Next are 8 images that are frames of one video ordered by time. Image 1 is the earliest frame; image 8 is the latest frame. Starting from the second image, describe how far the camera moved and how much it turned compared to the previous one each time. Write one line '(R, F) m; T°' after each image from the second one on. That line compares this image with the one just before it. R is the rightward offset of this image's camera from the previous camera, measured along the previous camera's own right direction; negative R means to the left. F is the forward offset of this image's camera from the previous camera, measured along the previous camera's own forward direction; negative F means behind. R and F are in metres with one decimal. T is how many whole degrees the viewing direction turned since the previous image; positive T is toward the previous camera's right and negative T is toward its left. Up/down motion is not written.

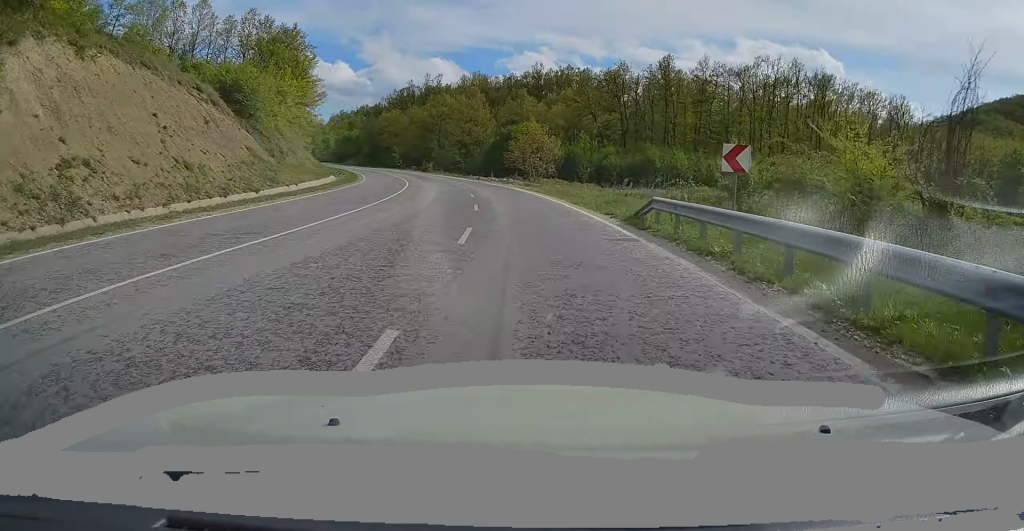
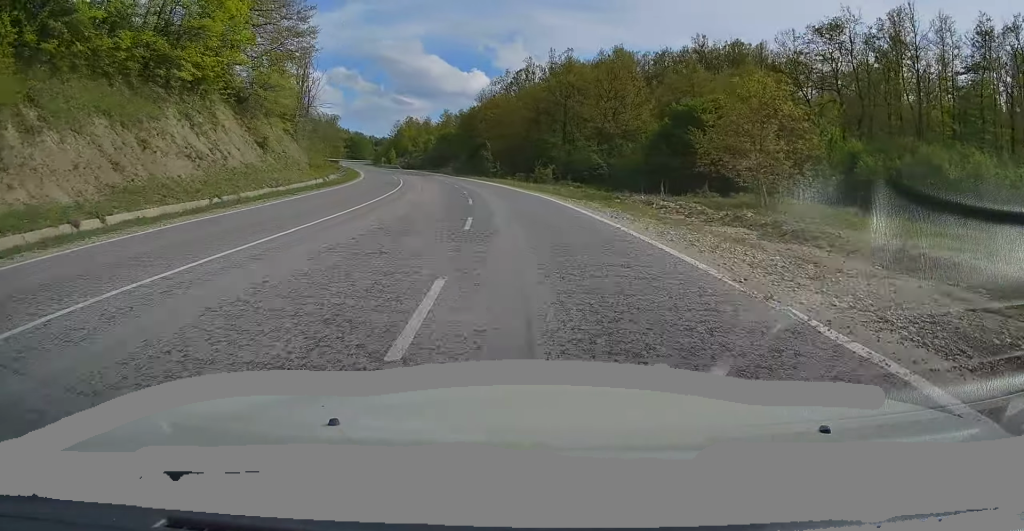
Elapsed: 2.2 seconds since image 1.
(-4.8, +50.8) m; -11°
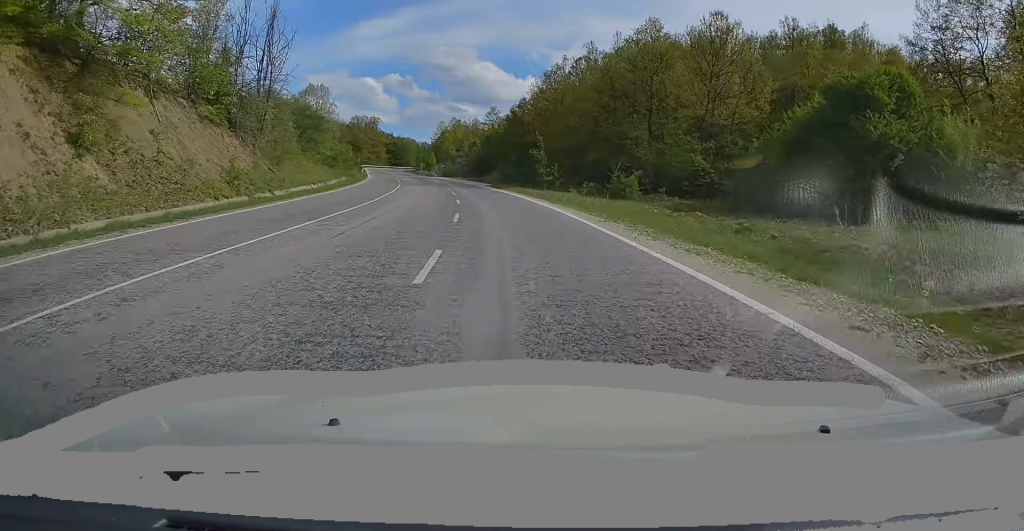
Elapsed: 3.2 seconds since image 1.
(-1.1, +23.9) m; -5°
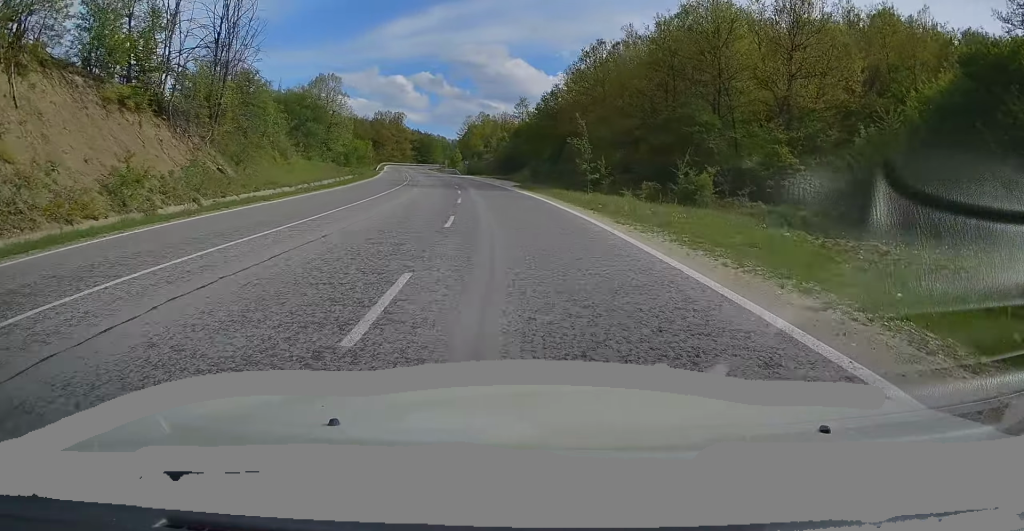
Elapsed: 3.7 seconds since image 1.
(+0.1, +11.6) m; -3°
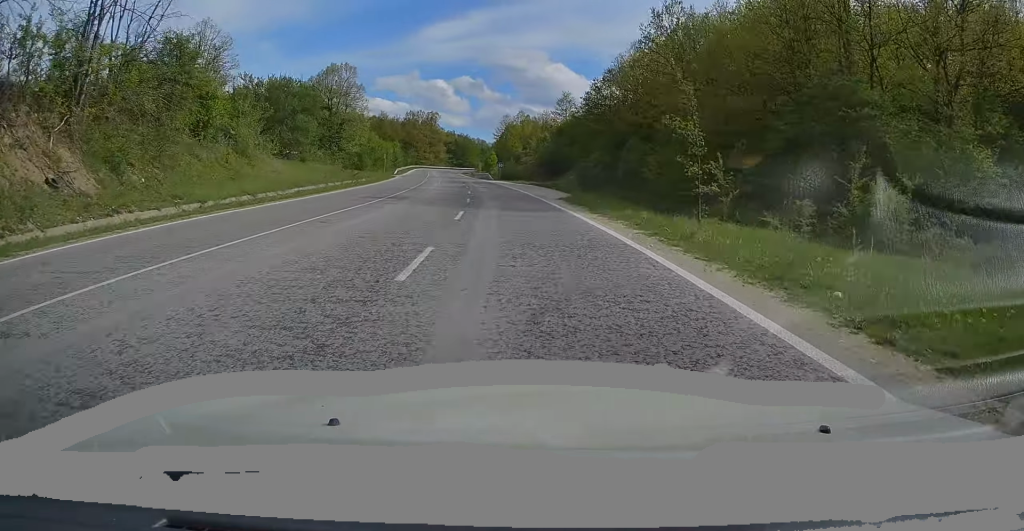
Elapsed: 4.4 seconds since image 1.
(-0.8, +15.4) m; -3°
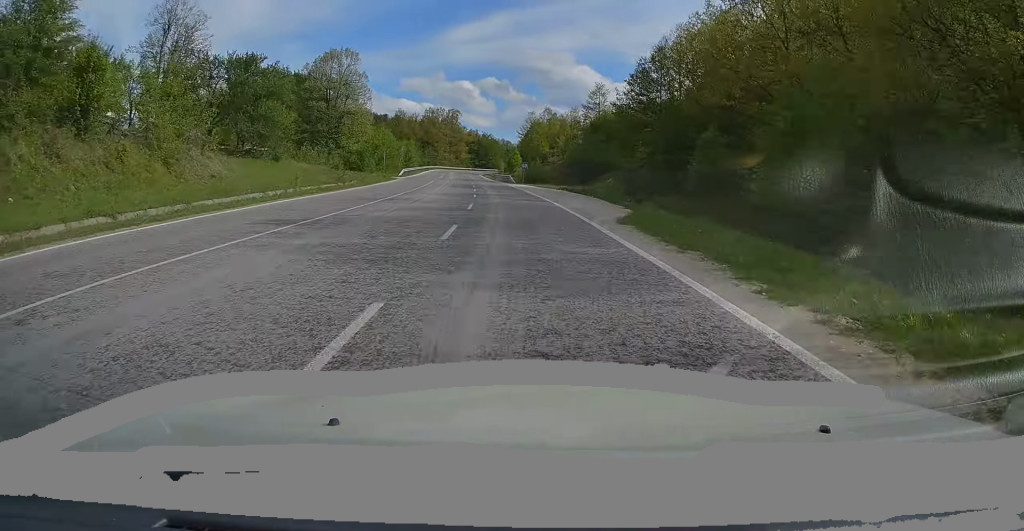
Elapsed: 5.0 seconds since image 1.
(-0.3, +13.0) m; -2°
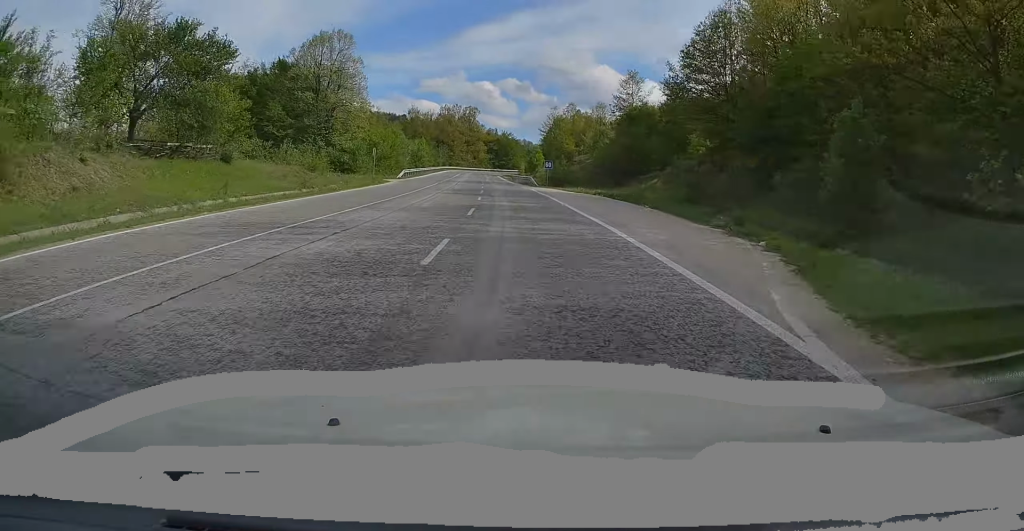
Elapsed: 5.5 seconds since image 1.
(-0.1, +12.3) m; -2°
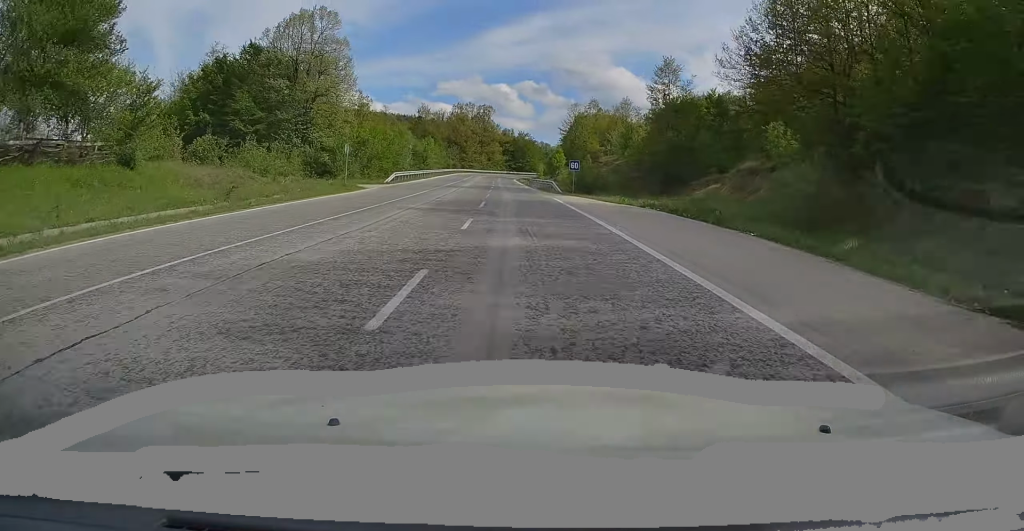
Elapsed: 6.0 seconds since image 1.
(-0.3, +12.3) m; -2°
